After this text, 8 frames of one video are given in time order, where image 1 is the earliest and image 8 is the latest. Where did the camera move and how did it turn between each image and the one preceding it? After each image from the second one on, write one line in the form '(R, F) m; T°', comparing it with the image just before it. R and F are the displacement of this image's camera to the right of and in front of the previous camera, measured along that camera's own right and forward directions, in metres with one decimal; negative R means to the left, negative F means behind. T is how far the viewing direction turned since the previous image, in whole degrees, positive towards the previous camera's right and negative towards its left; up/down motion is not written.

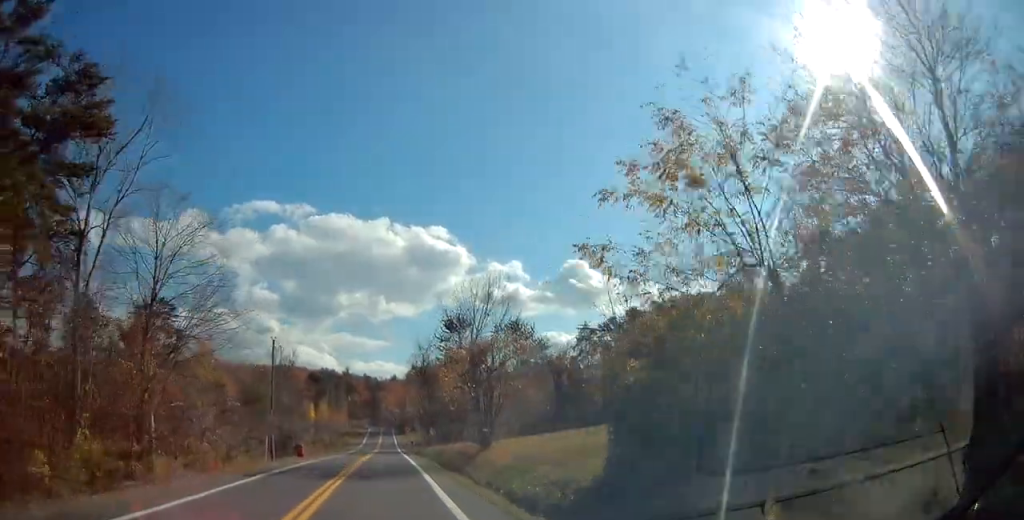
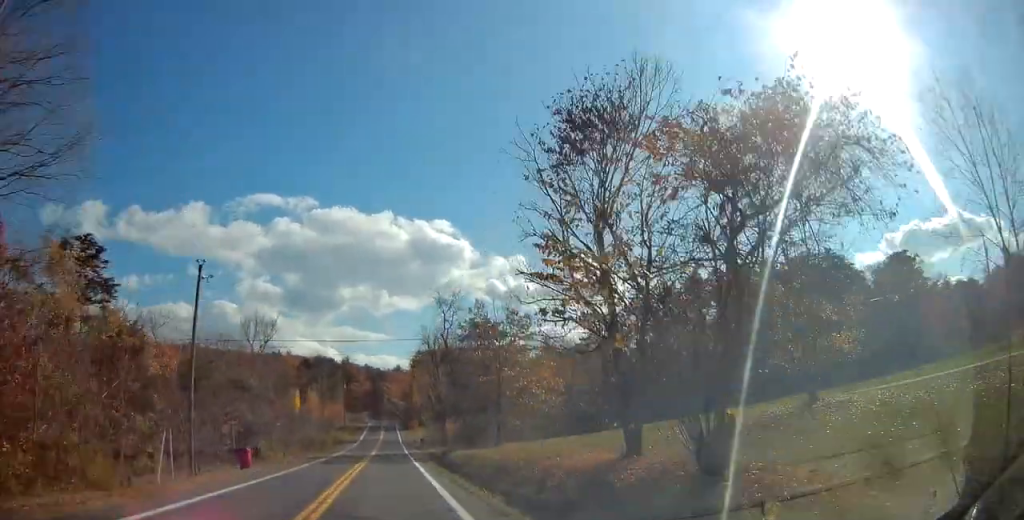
(+0.2, +20.2) m; 0°
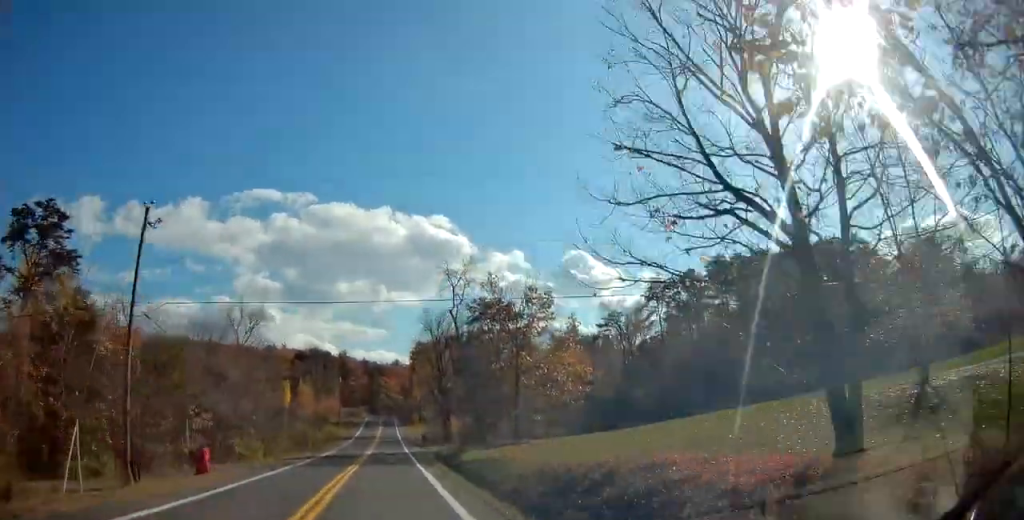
(0.0, +7.0) m; 0°
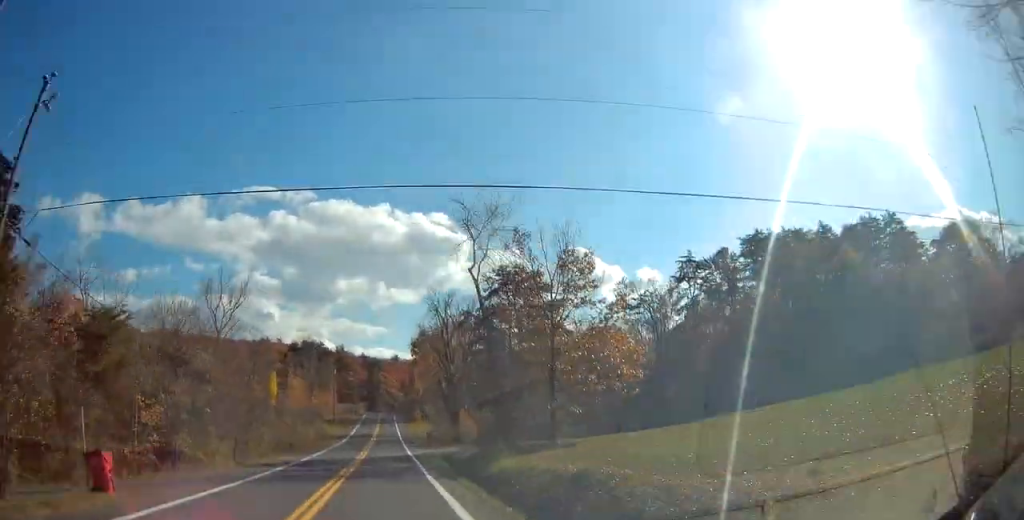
(0.0, +8.9) m; -1°
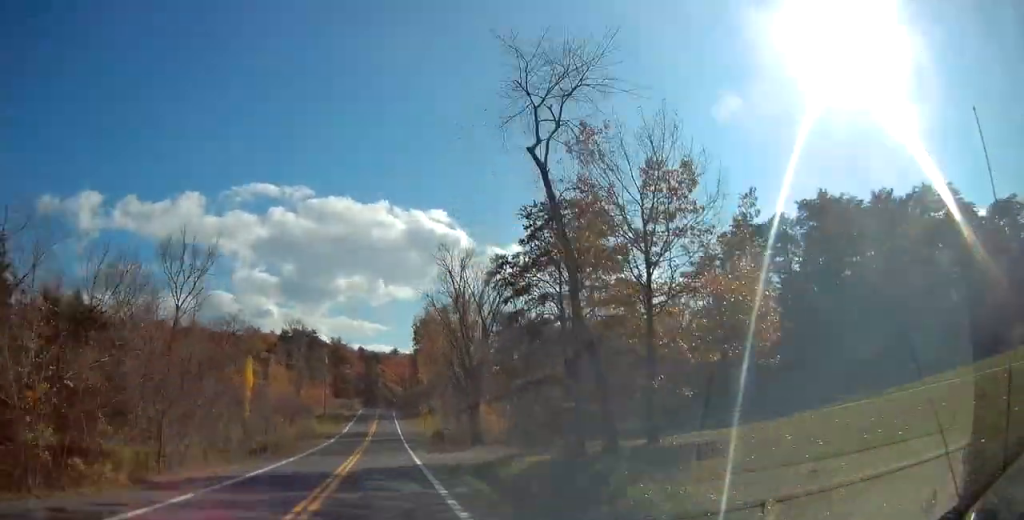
(-0.1, +12.1) m; 0°
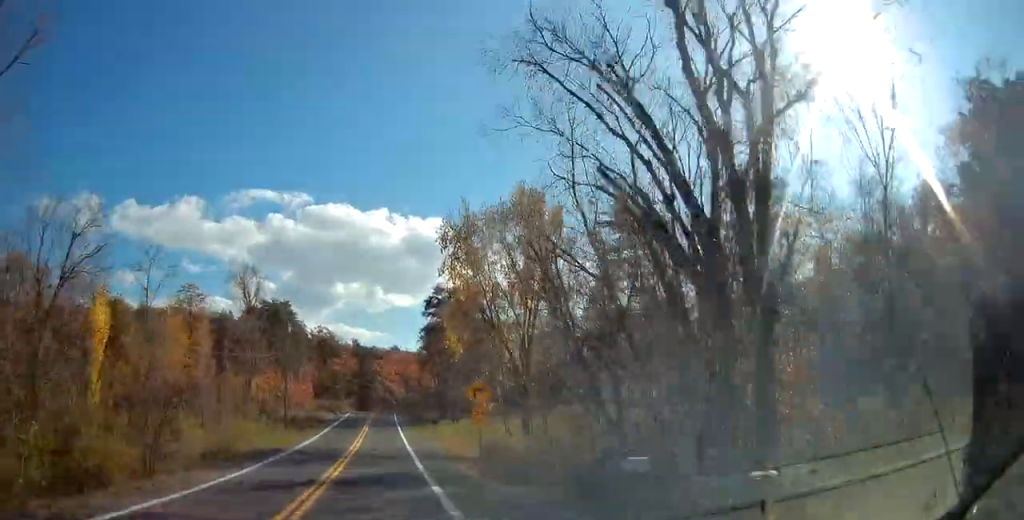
(+0.5, +33.1) m; +2°
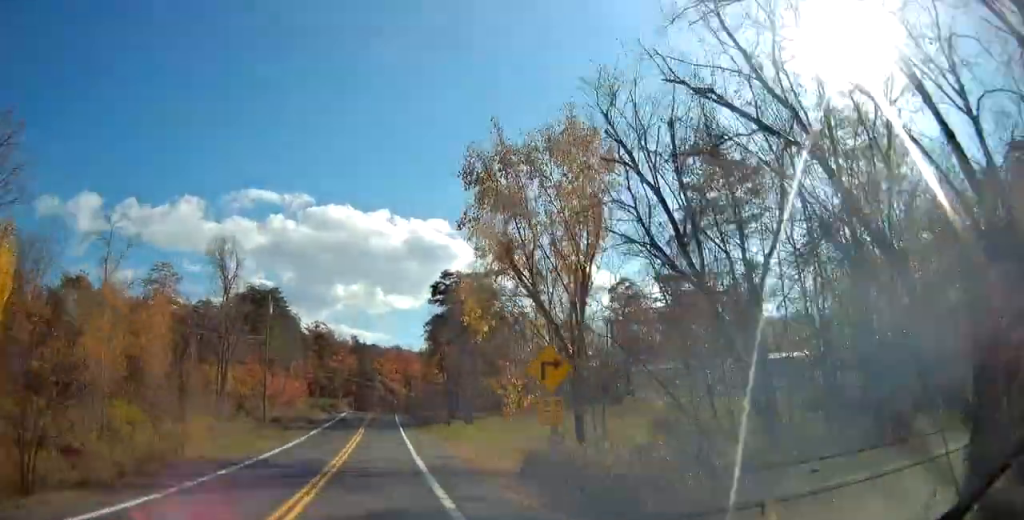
(0.0, +9.5) m; 0°
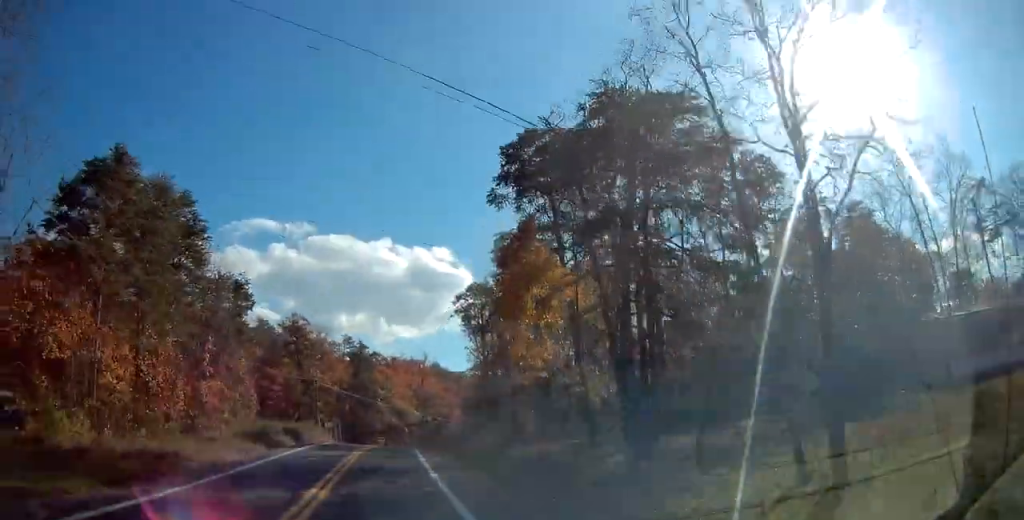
(-0.3, +40.6) m; -1°
